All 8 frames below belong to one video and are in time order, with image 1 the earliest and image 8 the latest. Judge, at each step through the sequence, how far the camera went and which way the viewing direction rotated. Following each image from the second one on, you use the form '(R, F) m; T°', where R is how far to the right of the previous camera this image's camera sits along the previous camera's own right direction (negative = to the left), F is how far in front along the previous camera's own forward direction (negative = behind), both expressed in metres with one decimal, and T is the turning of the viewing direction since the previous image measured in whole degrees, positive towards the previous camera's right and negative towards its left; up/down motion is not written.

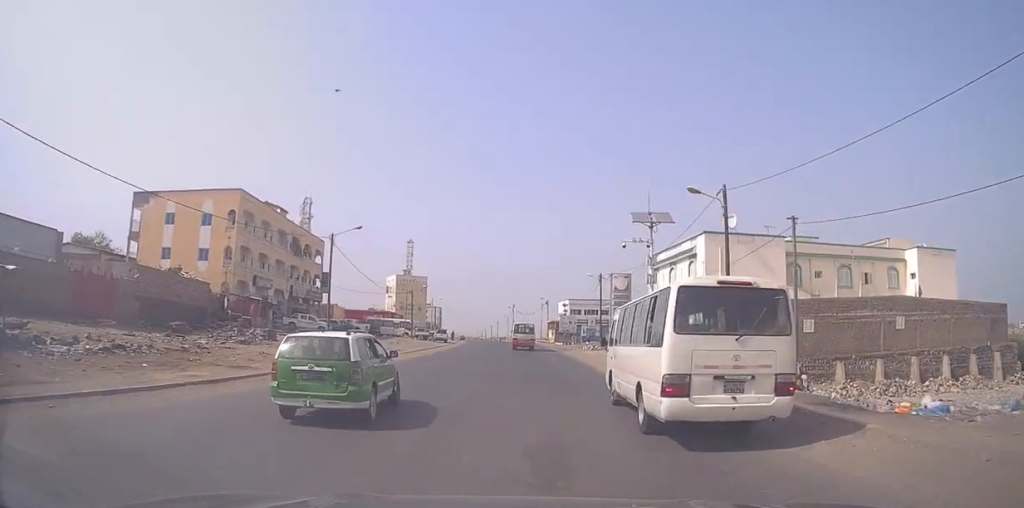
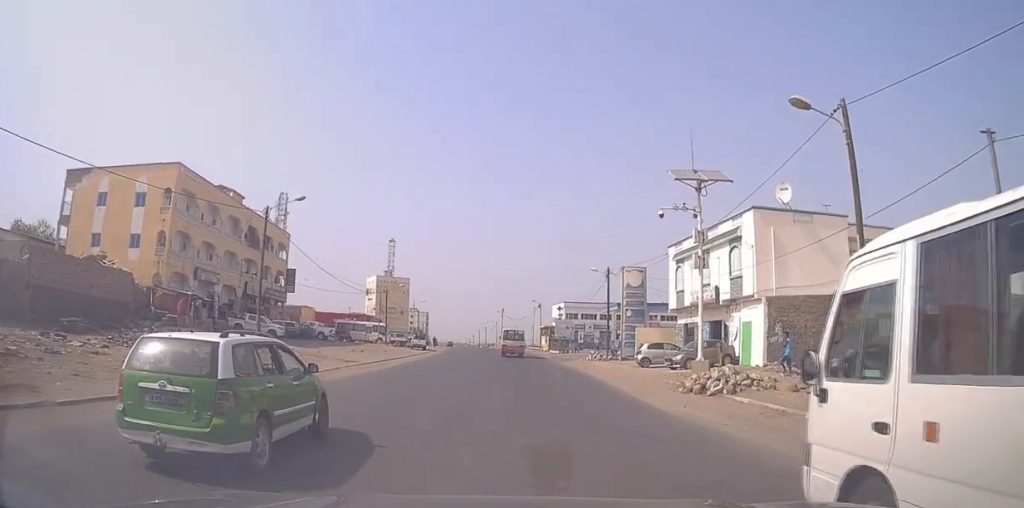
(0.0, +10.5) m; -2°
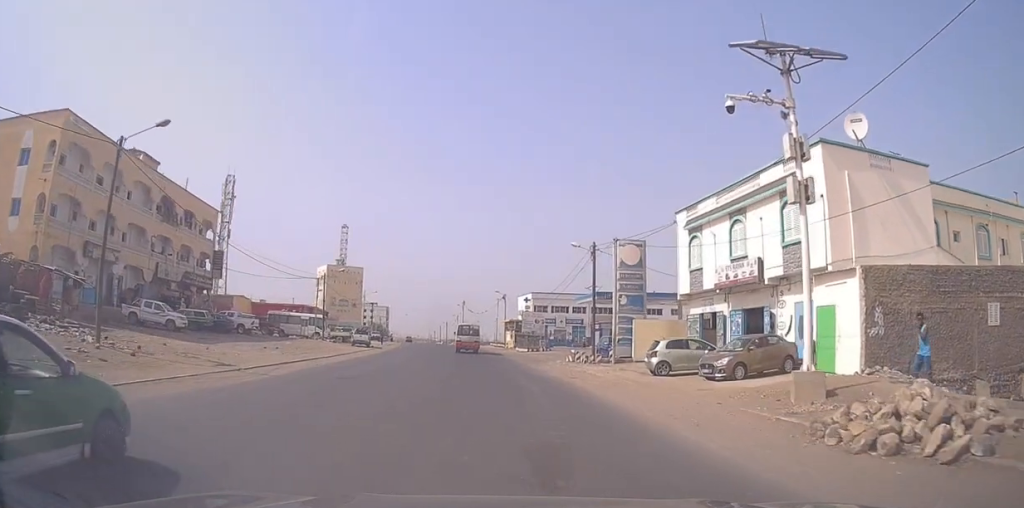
(-0.3, +10.9) m; +1°
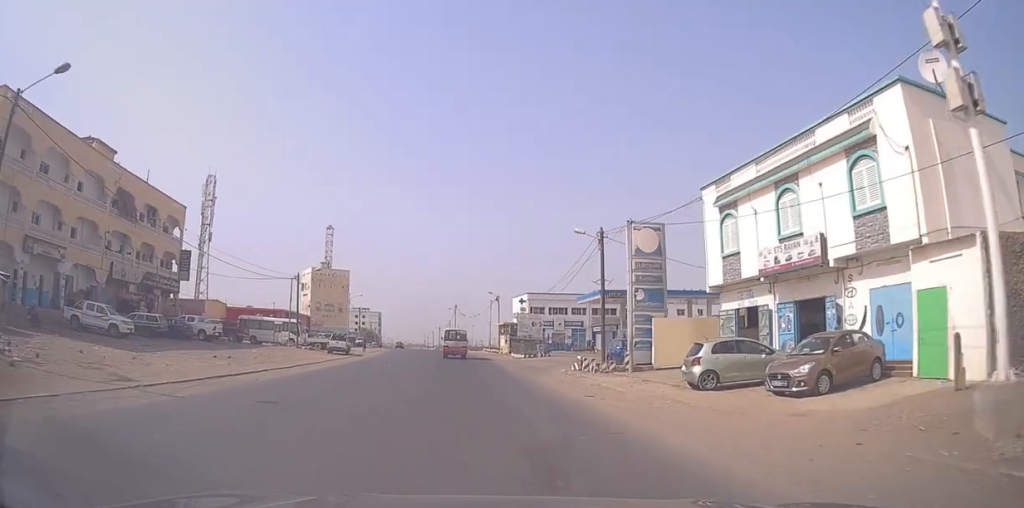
(+0.2, +5.6) m; +1°
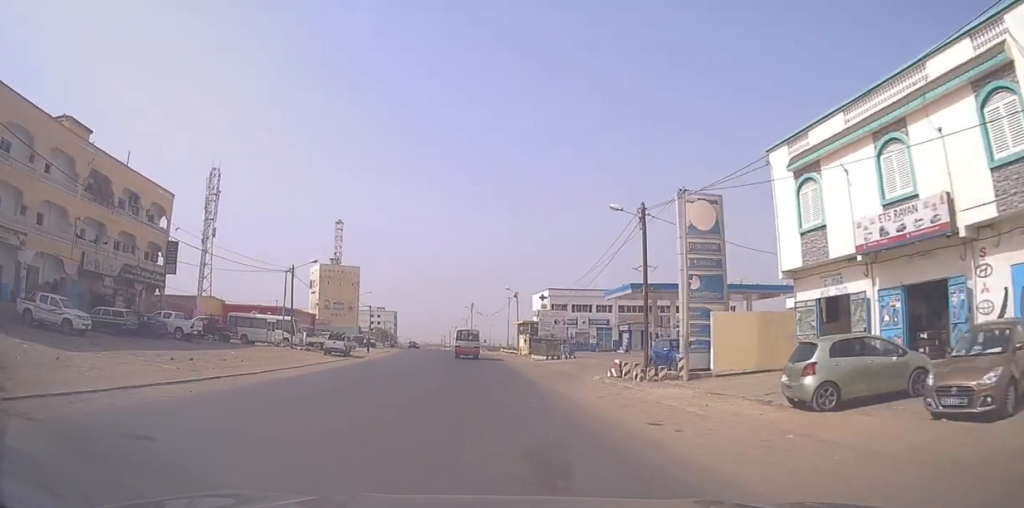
(+0.1, +5.3) m; +1°
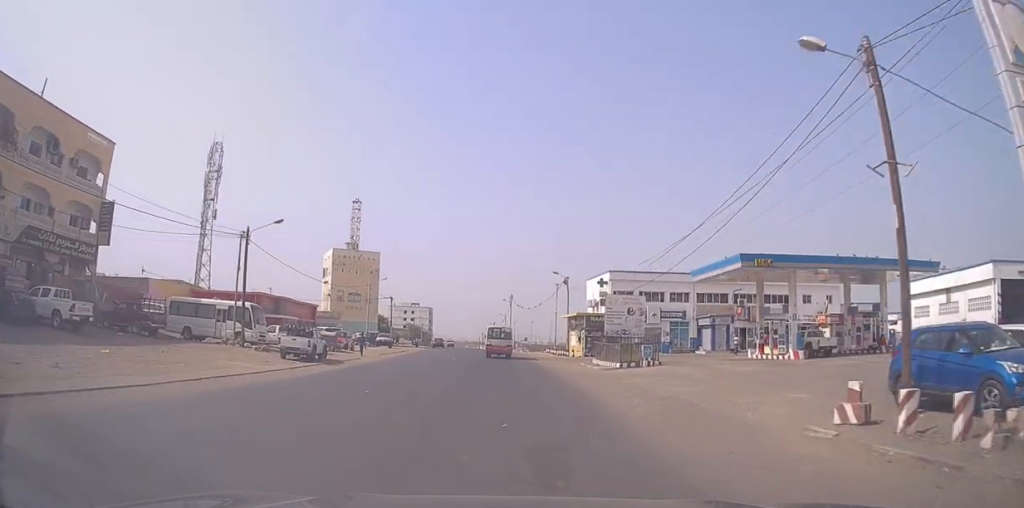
(+0.1, +15.0) m; -1°
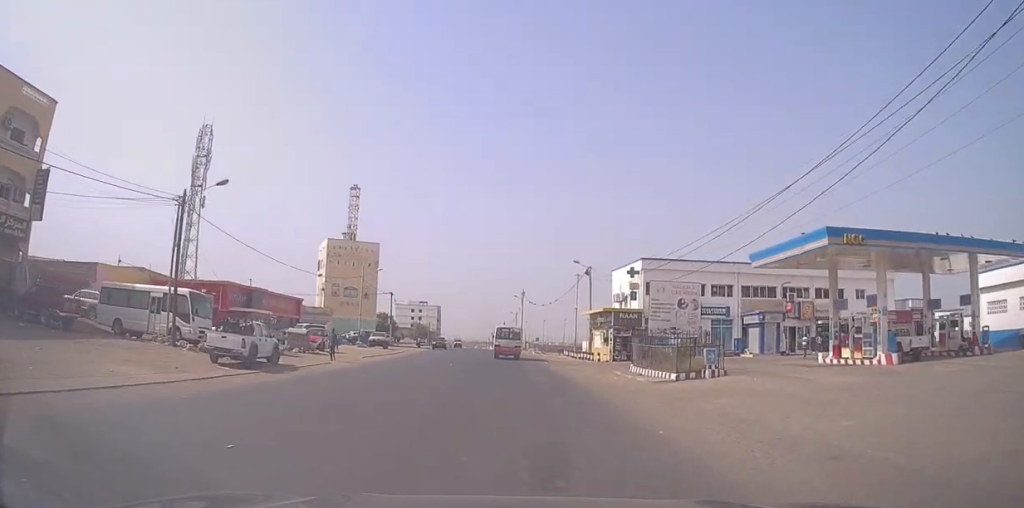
(0.0, +8.5) m; -3°
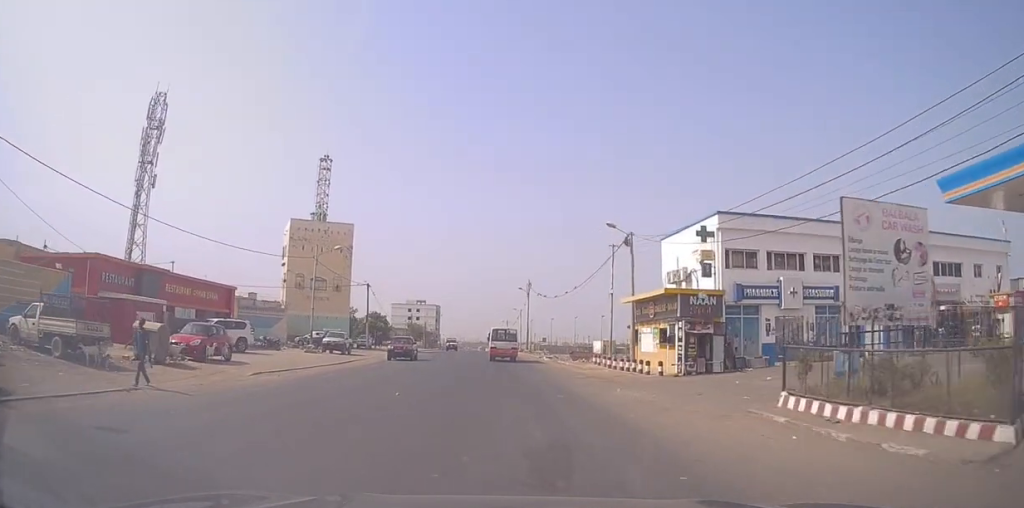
(-1.0, +16.3) m; -2°
